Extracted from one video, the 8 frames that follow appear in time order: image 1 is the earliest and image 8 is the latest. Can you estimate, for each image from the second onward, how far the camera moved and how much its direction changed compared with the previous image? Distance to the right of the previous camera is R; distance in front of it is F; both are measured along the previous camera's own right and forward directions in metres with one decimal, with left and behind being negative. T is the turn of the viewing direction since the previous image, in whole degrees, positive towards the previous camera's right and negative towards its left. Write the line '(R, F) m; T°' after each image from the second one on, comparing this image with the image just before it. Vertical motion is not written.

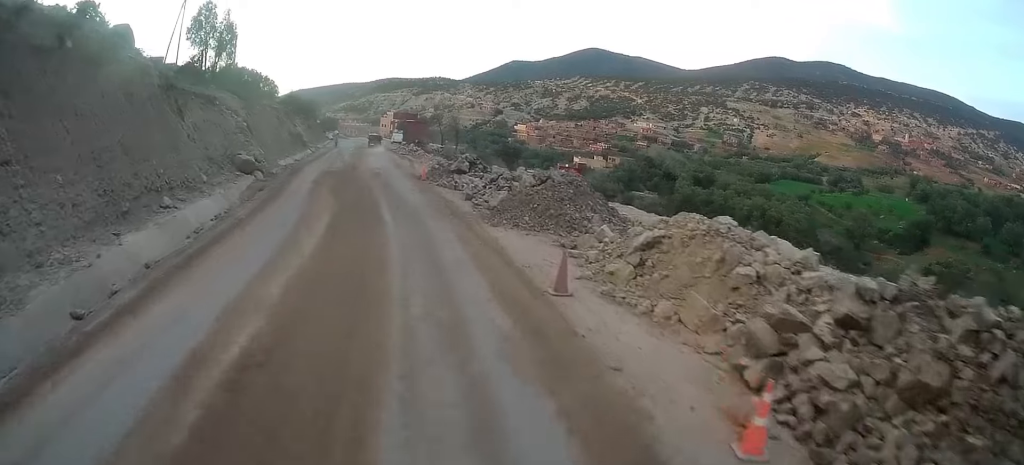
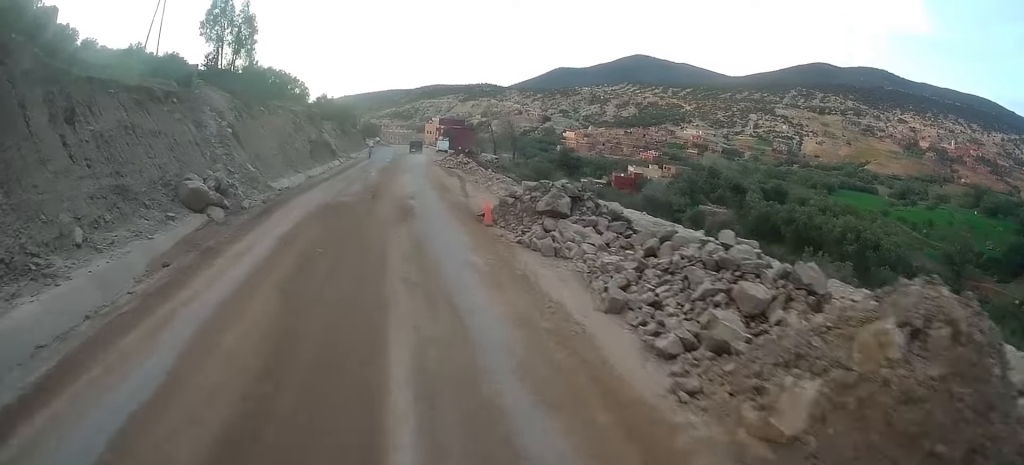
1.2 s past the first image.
(-0.4, +12.9) m; -3°
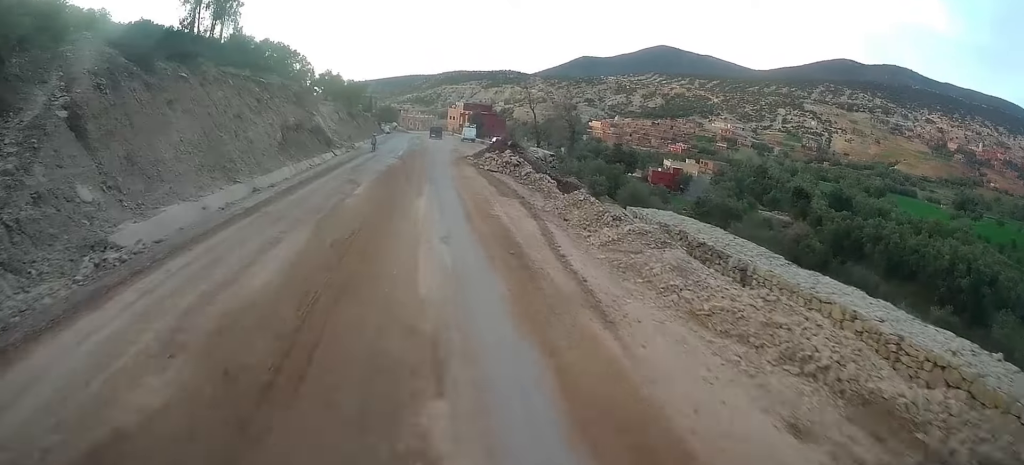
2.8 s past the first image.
(-0.2, +18.8) m; -2°
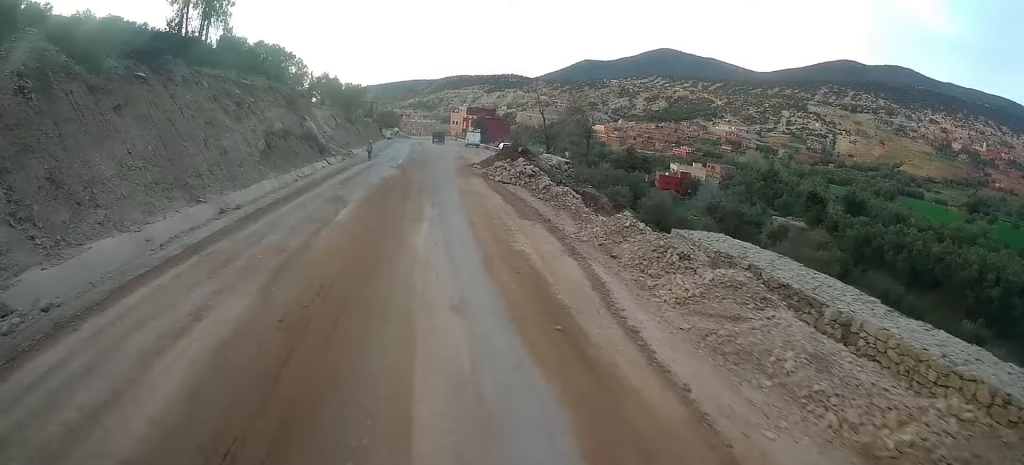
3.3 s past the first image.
(+0.1, +4.8) m; -1°
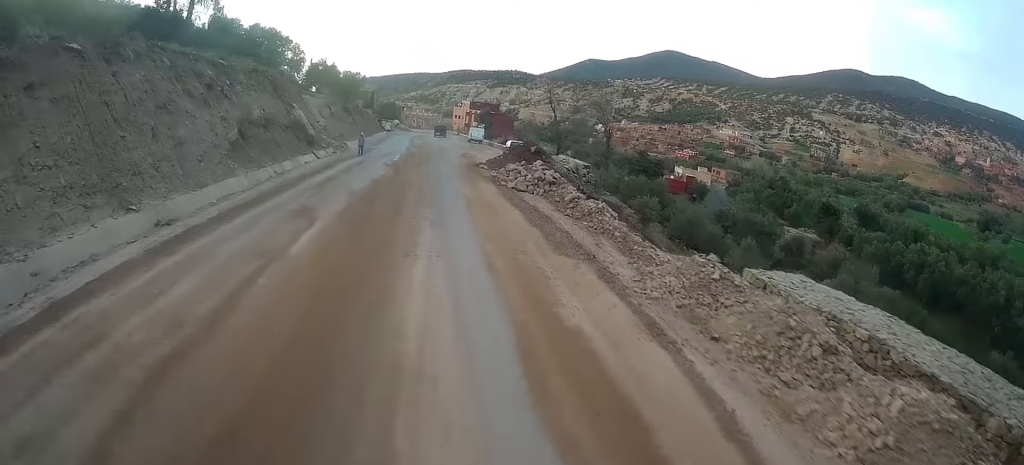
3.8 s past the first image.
(-0.2, +5.5) m; 0°
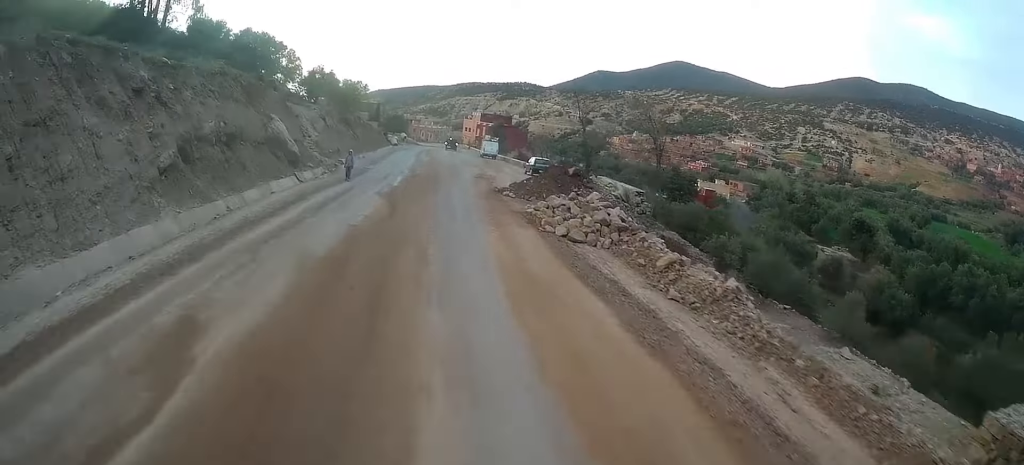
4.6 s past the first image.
(0.0, +8.7) m; +1°
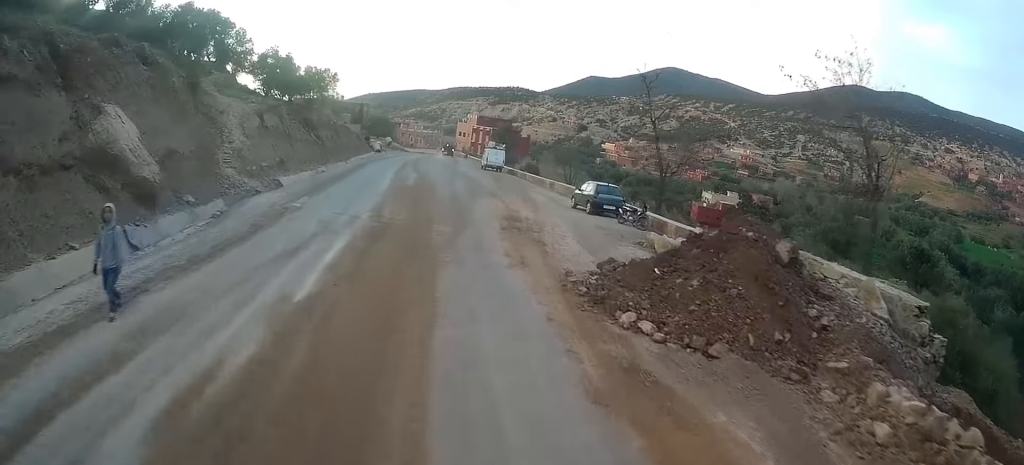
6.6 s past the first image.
(+0.5, +20.3) m; +2°
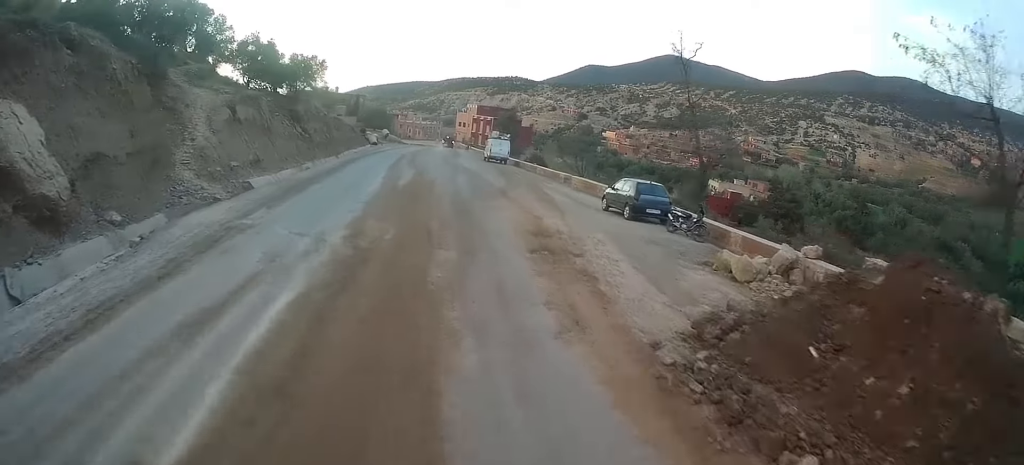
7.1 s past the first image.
(0.0, +5.6) m; 0°
